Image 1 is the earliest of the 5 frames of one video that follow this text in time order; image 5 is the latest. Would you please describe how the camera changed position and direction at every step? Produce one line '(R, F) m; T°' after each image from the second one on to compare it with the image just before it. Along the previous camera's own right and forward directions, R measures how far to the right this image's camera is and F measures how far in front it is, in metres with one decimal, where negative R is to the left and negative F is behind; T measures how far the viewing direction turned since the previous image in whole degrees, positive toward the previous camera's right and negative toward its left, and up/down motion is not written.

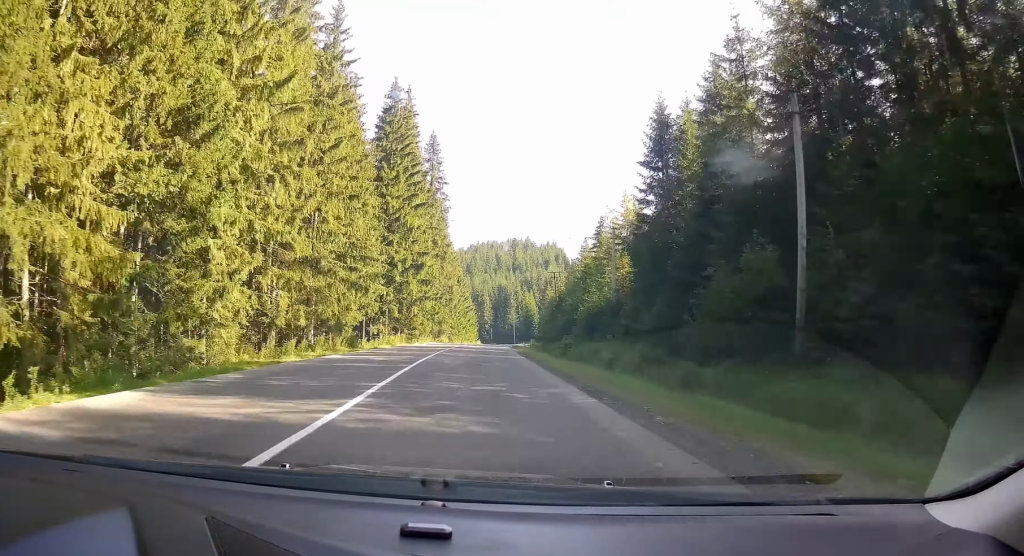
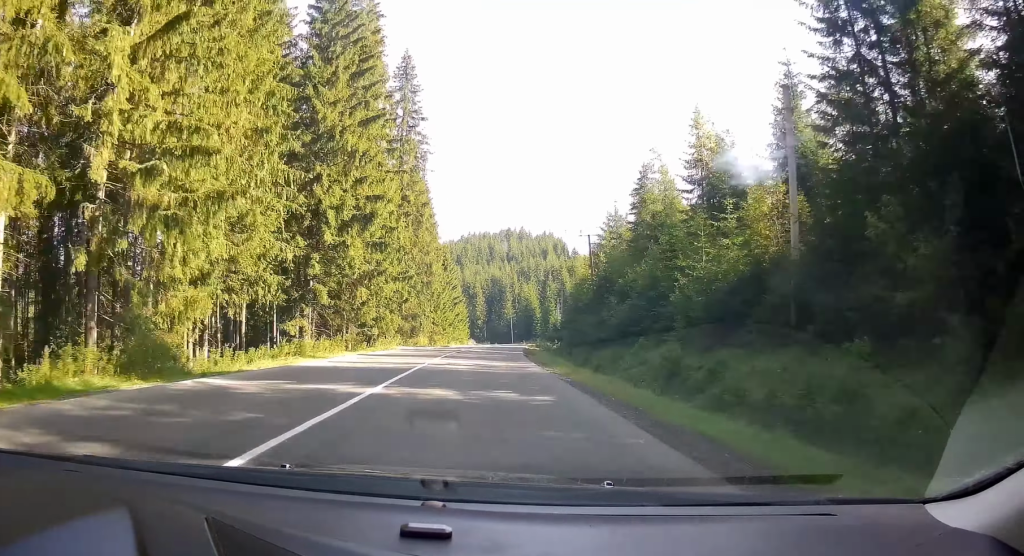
(-0.5, +26.4) m; 0°
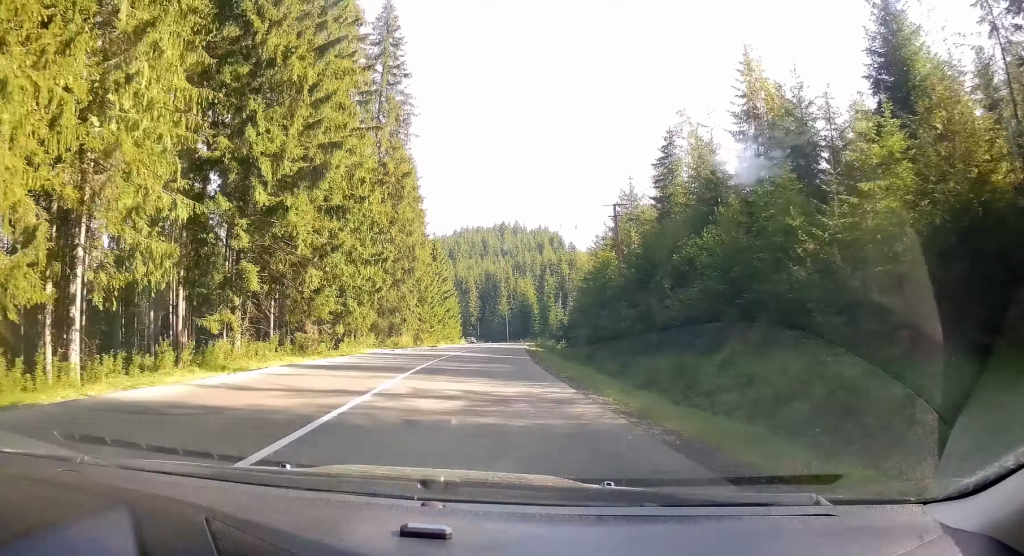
(-0.3, +10.3) m; +1°
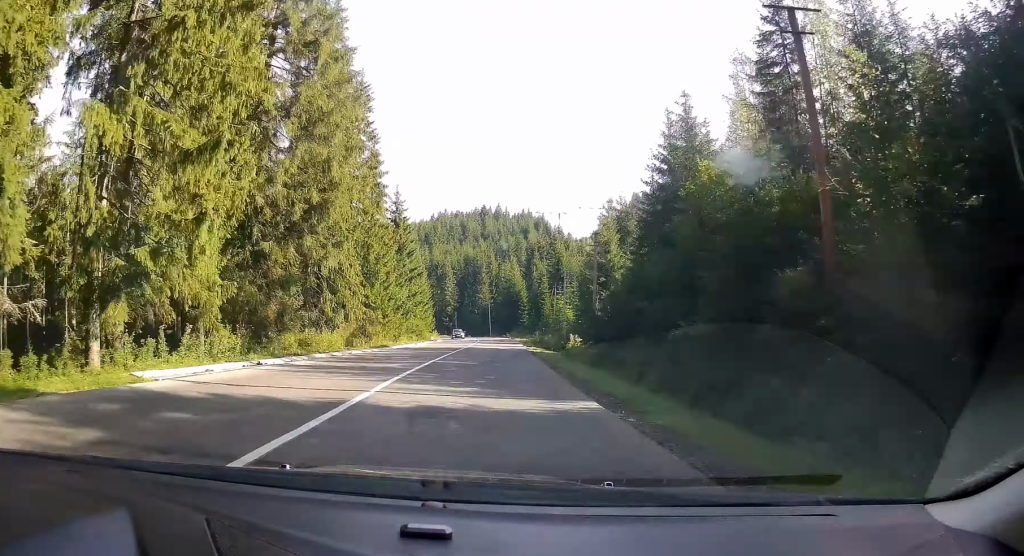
(+1.1, +22.8) m; +2°
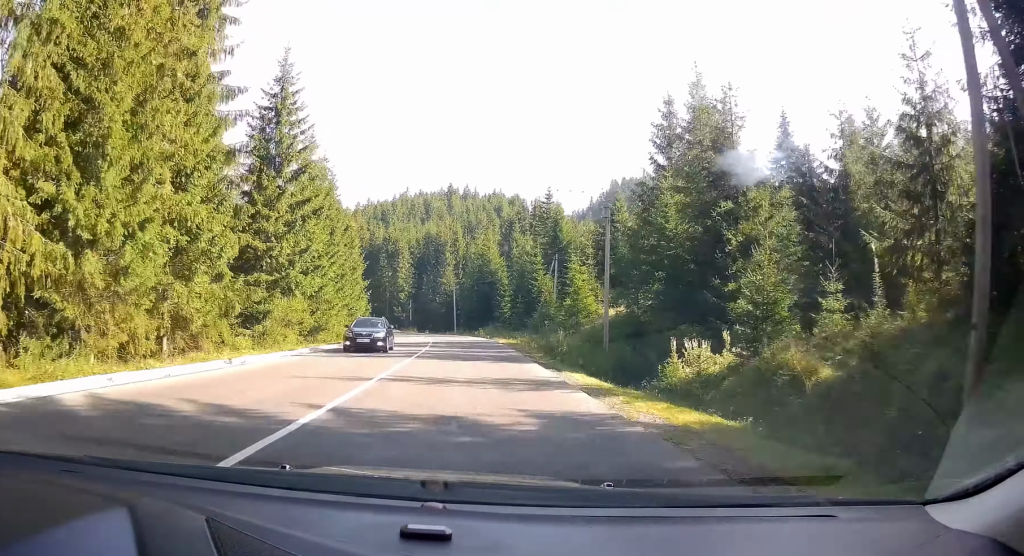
(+0.6, +35.2) m; +2°
